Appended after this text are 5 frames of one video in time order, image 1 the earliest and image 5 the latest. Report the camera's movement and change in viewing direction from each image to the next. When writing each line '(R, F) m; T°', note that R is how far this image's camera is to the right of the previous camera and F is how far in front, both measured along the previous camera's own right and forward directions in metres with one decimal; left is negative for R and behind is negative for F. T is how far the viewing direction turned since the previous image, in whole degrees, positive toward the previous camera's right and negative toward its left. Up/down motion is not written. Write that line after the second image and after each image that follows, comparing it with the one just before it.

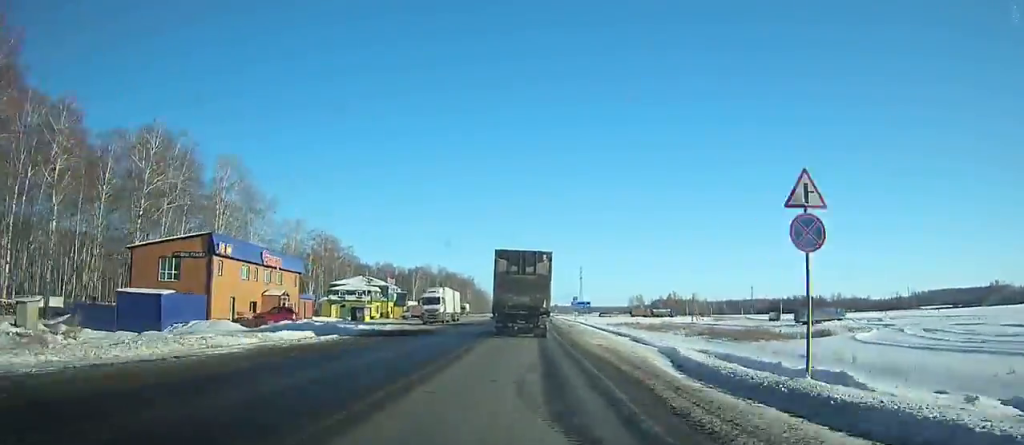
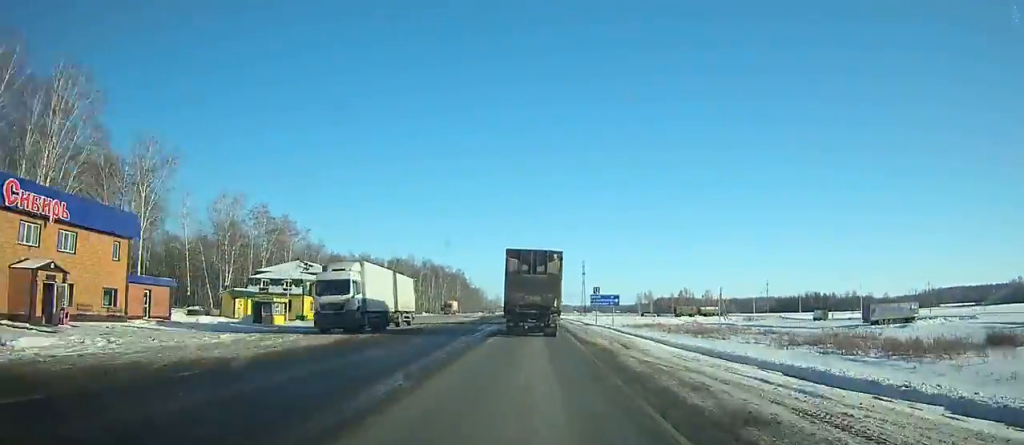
(+0.2, +31.5) m; 0°
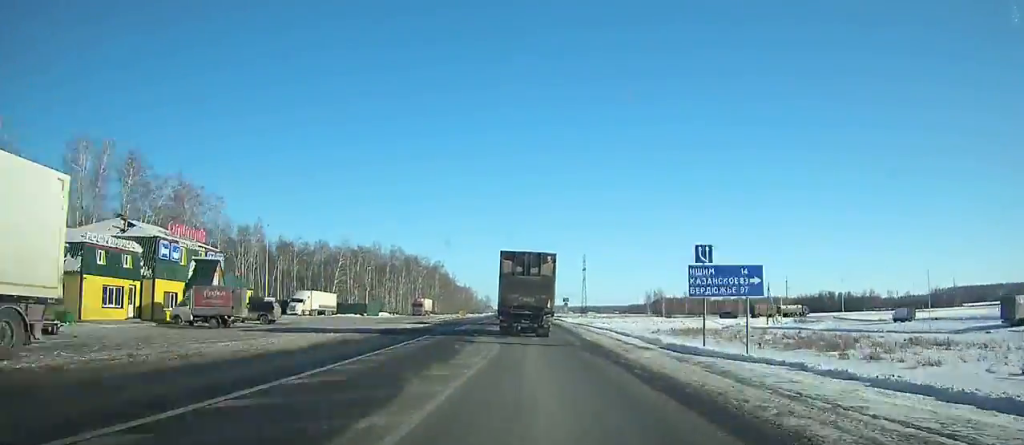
(+0.1, +39.8) m; 0°
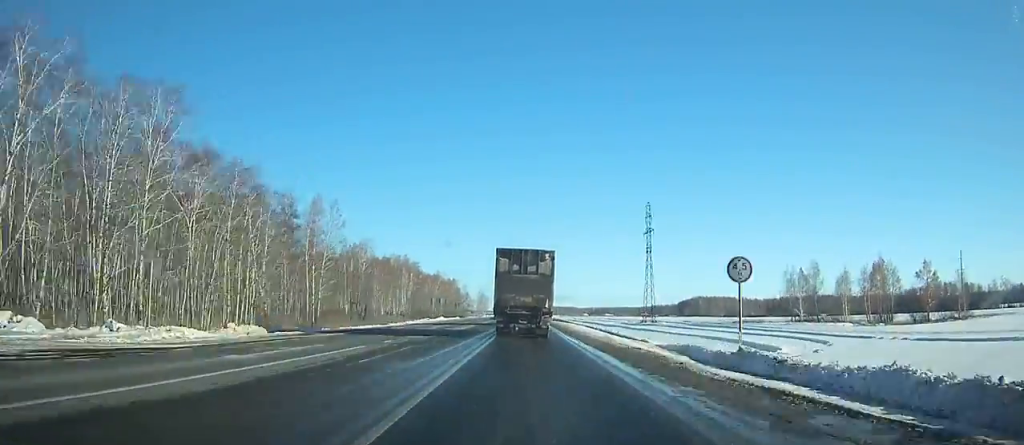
(-1.6, +151.6) m; -1°
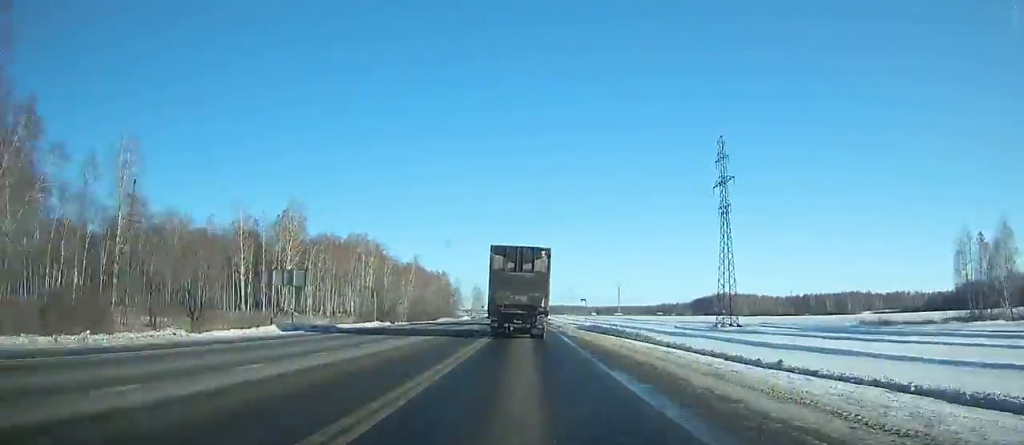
(-0.1, +58.6) m; 0°
